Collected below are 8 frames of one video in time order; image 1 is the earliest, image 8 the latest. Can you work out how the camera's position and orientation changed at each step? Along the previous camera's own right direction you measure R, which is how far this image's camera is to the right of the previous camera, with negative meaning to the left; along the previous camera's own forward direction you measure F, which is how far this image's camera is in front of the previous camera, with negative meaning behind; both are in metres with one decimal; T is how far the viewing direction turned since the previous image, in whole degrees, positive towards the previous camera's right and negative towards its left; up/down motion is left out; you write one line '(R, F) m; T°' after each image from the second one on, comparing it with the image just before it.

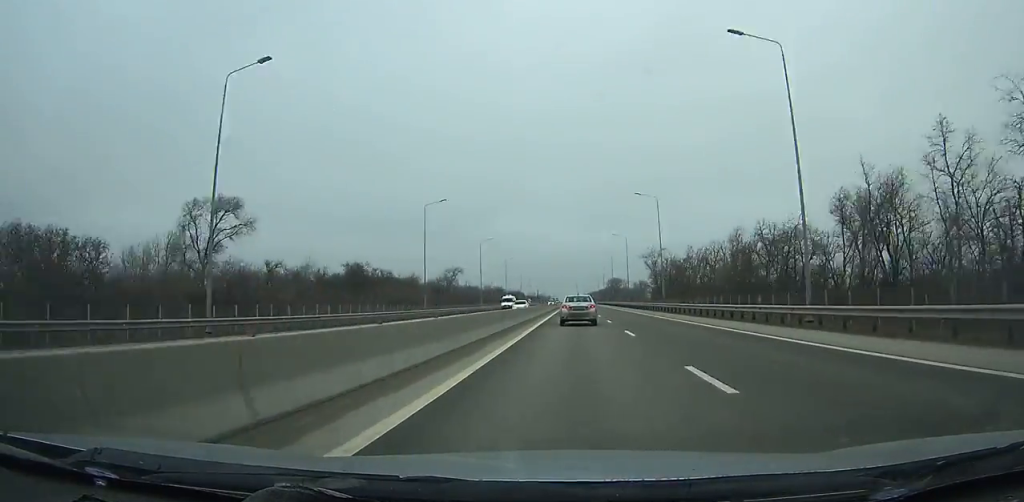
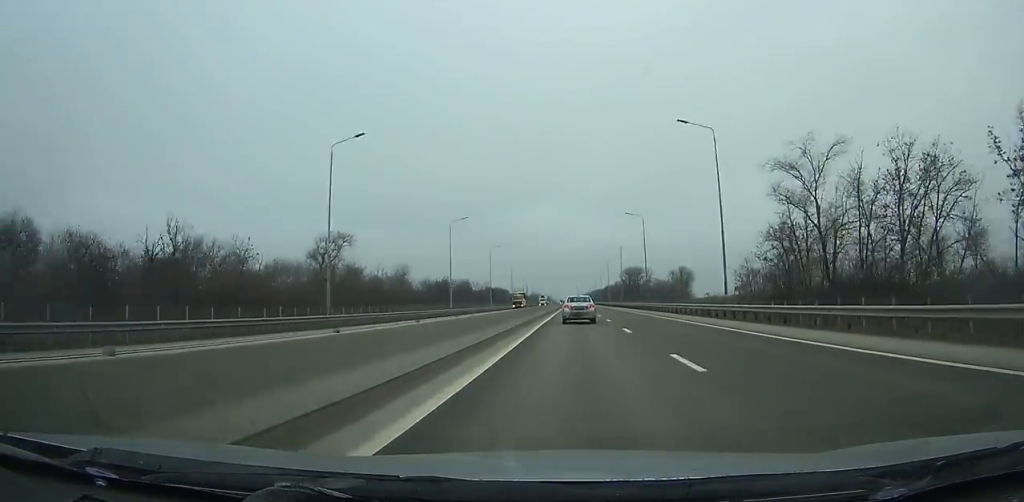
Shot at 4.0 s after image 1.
(+0.1, +107.6) m; 0°
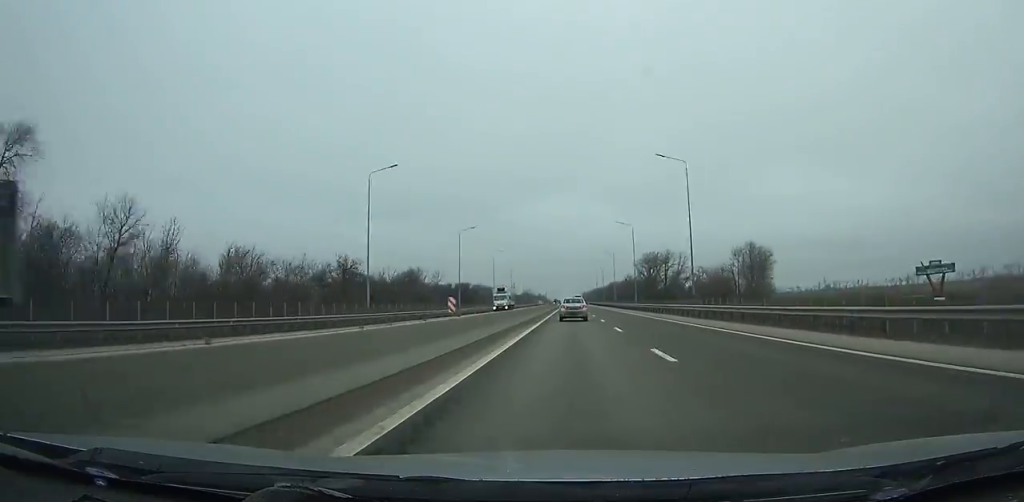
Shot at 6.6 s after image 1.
(0.0, +71.7) m; 0°
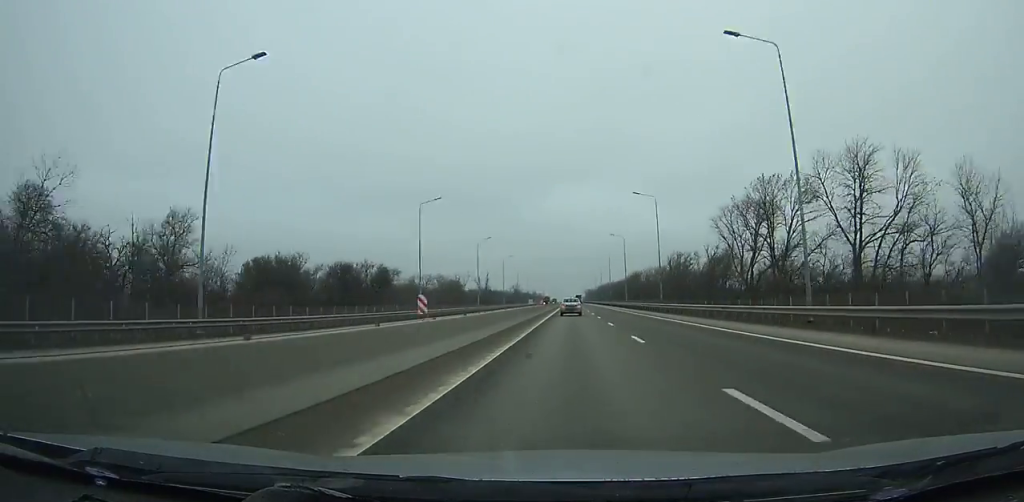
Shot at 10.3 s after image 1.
(-0.1, +104.7) m; 0°
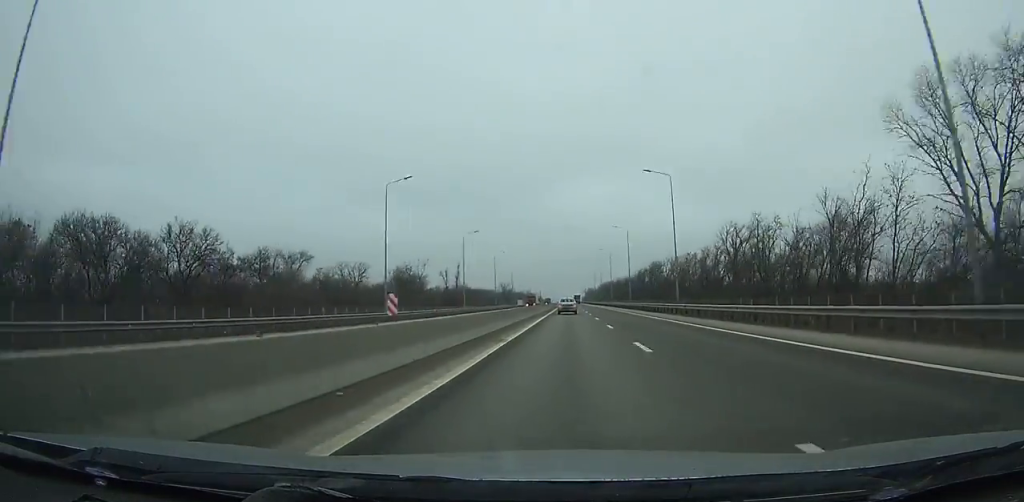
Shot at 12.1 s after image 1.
(0.0, +52.0) m; 0°
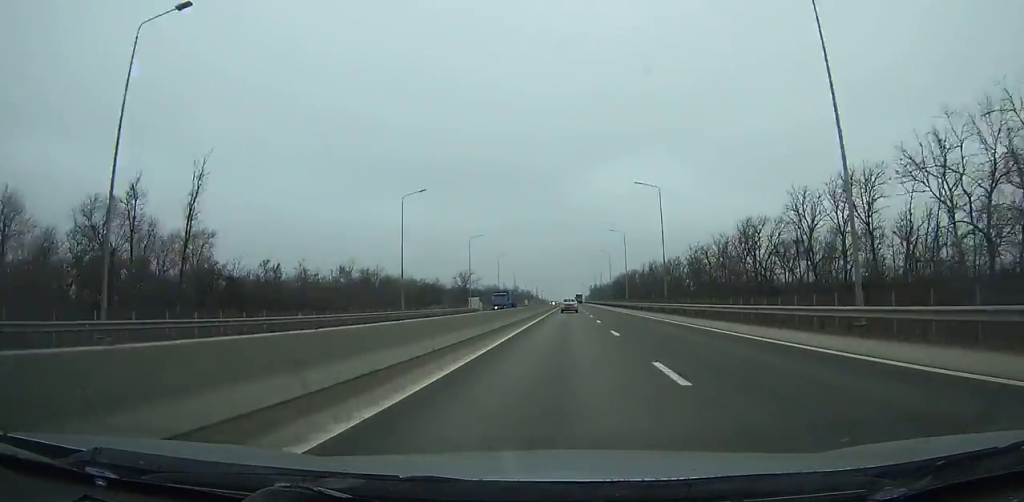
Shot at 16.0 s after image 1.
(0.0, +115.3) m; 0°
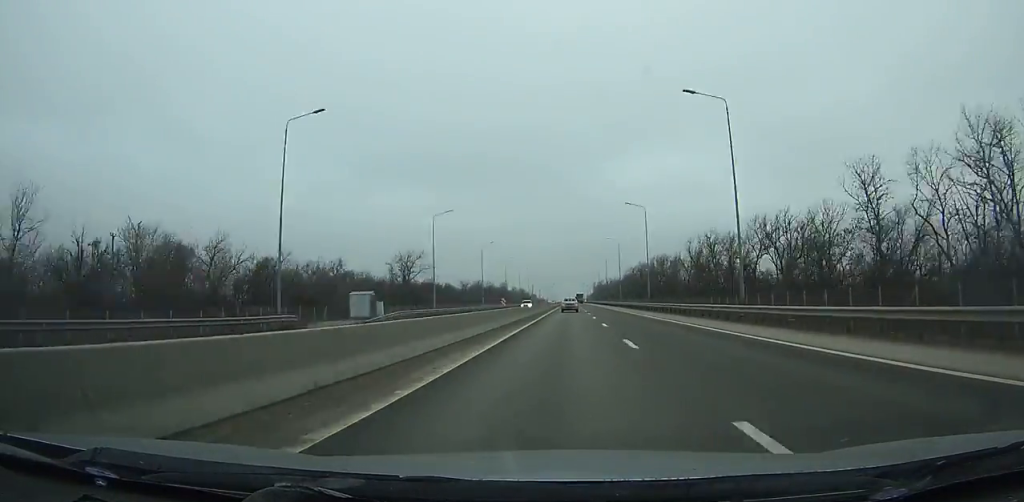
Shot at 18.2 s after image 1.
(-0.1, +66.0) m; 0°
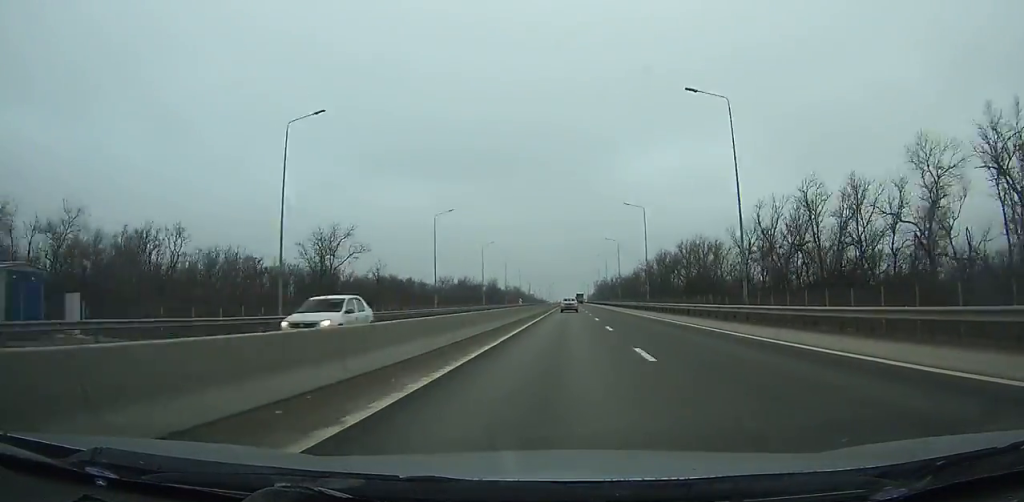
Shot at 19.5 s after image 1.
(0.0, +39.3) m; 0°
